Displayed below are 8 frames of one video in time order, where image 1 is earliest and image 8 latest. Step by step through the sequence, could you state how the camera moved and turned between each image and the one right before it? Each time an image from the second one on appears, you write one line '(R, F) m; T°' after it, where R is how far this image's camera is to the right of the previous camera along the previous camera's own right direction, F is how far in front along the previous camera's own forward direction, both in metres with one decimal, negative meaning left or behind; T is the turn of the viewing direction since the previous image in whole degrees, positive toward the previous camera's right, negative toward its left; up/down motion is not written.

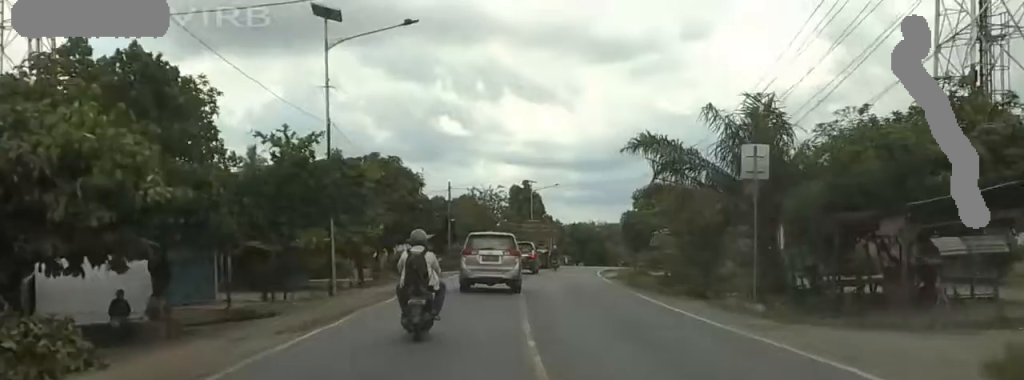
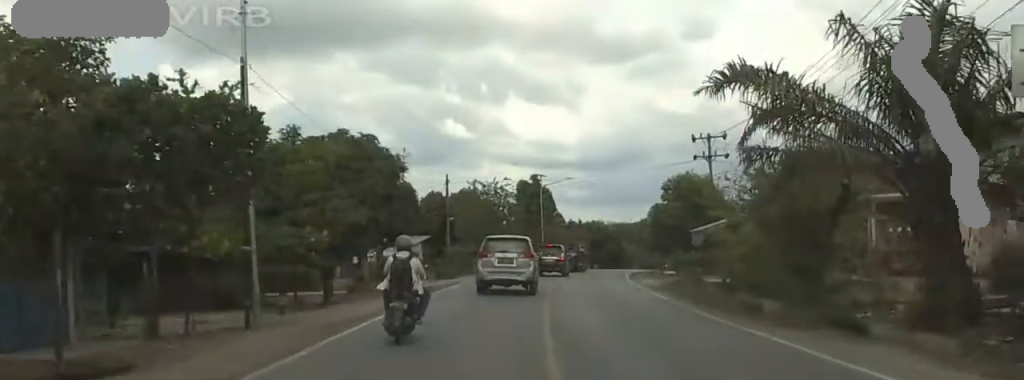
(-0.1, +10.6) m; -3°
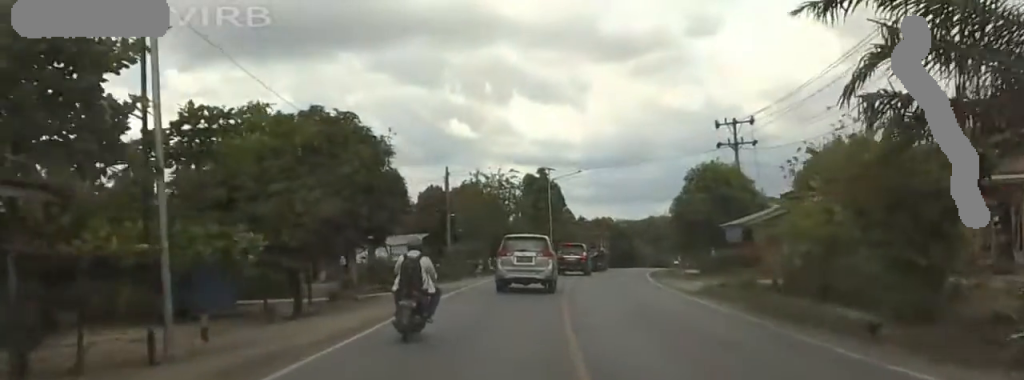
(-0.9, +5.8) m; 0°
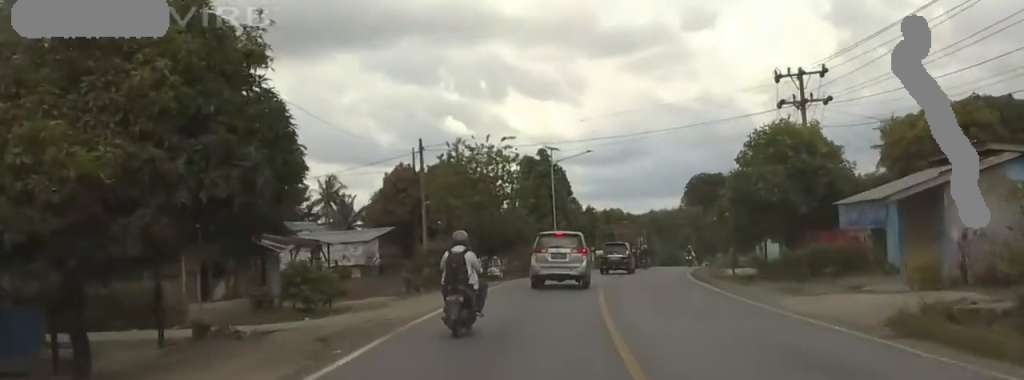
(+1.1, +13.7) m; +3°
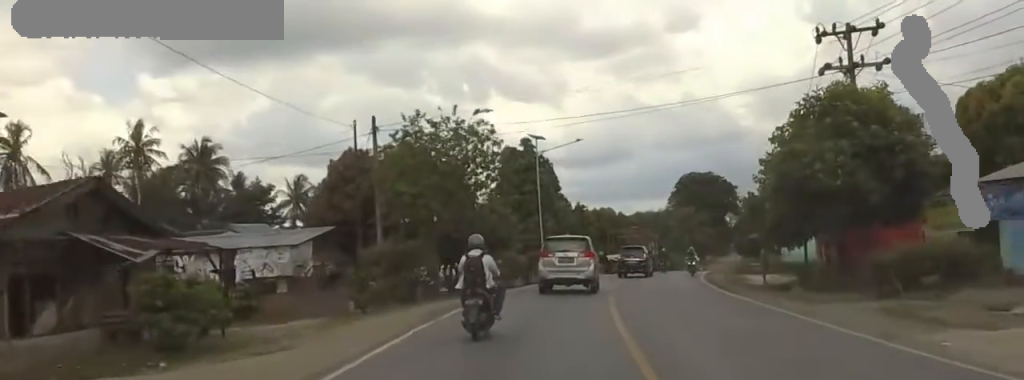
(-0.3, +8.2) m; -2°
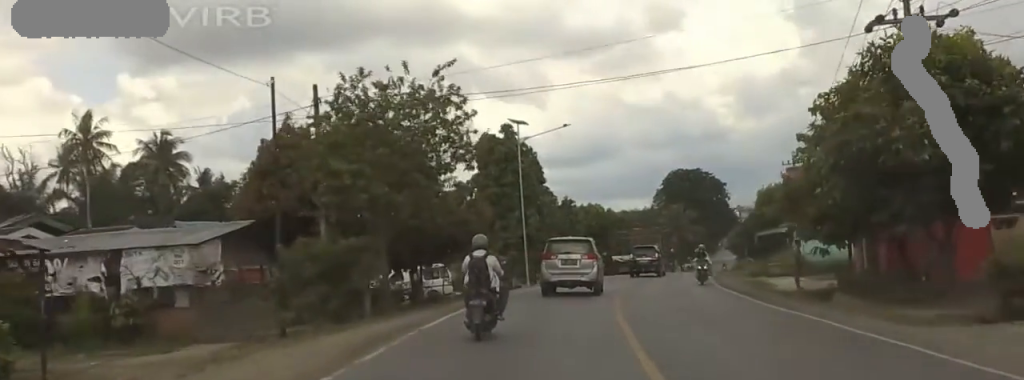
(-0.2, +6.2) m; -2°
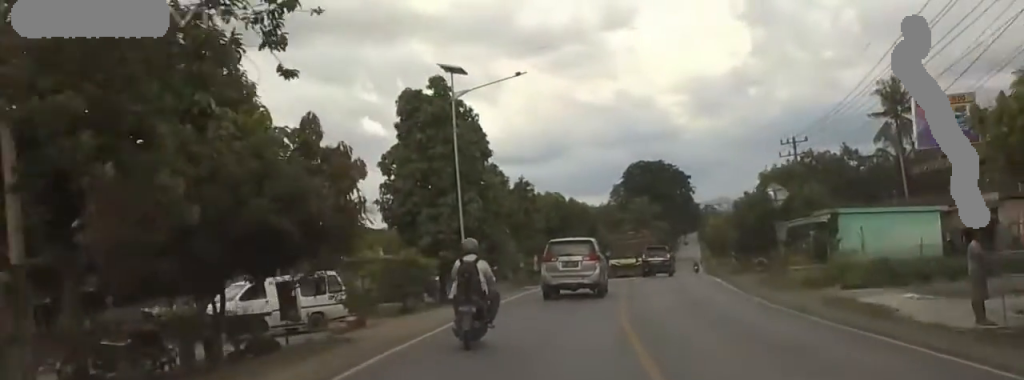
(+0.2, +12.7) m; +6°
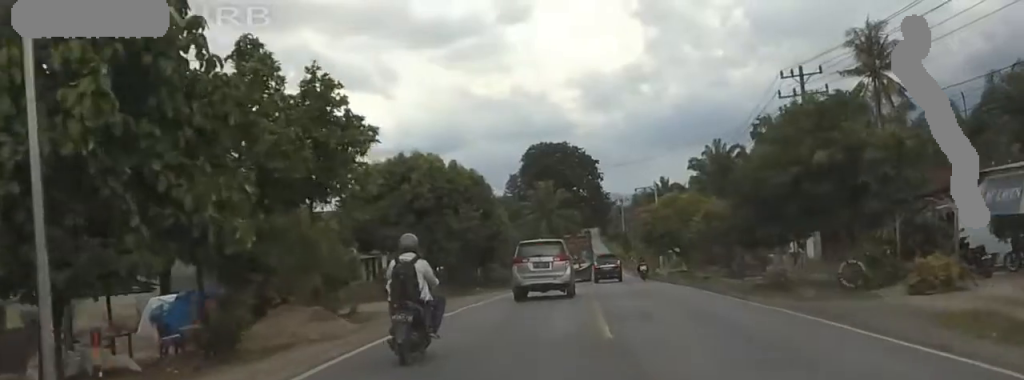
(+1.8, +20.0) m; +10°
